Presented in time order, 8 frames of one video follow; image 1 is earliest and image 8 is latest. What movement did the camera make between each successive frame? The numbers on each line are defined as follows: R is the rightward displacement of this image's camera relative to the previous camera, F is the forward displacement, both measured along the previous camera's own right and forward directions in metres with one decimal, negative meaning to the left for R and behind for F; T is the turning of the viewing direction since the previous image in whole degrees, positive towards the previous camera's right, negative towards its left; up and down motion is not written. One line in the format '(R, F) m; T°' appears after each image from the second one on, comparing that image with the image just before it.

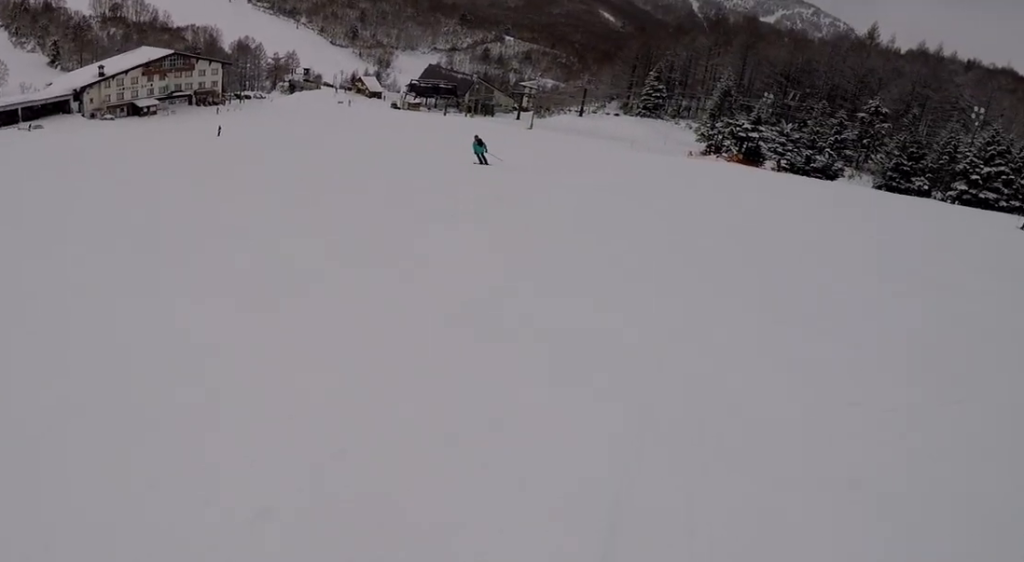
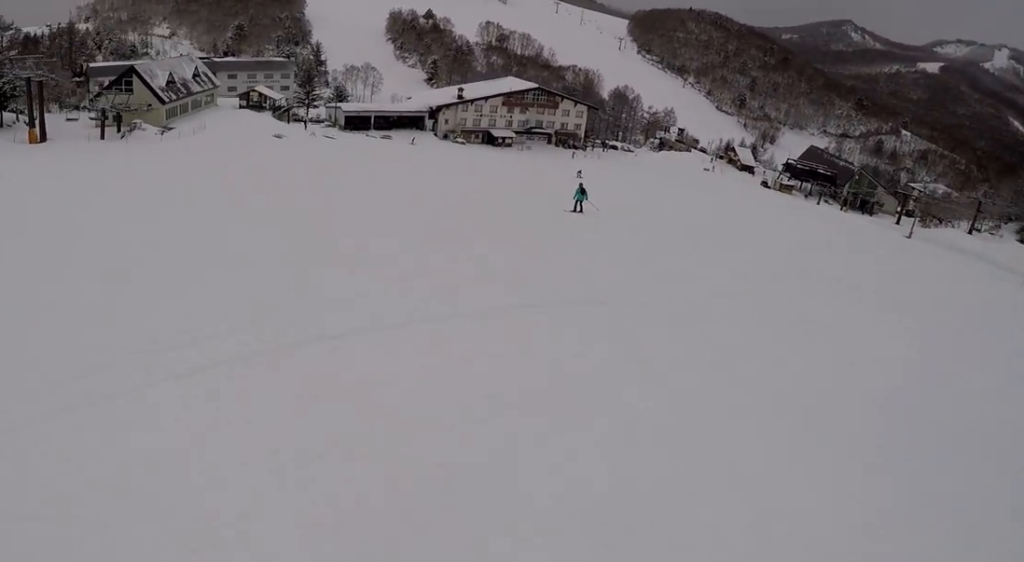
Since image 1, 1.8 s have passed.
(-3.2, +9.7) m; -49°
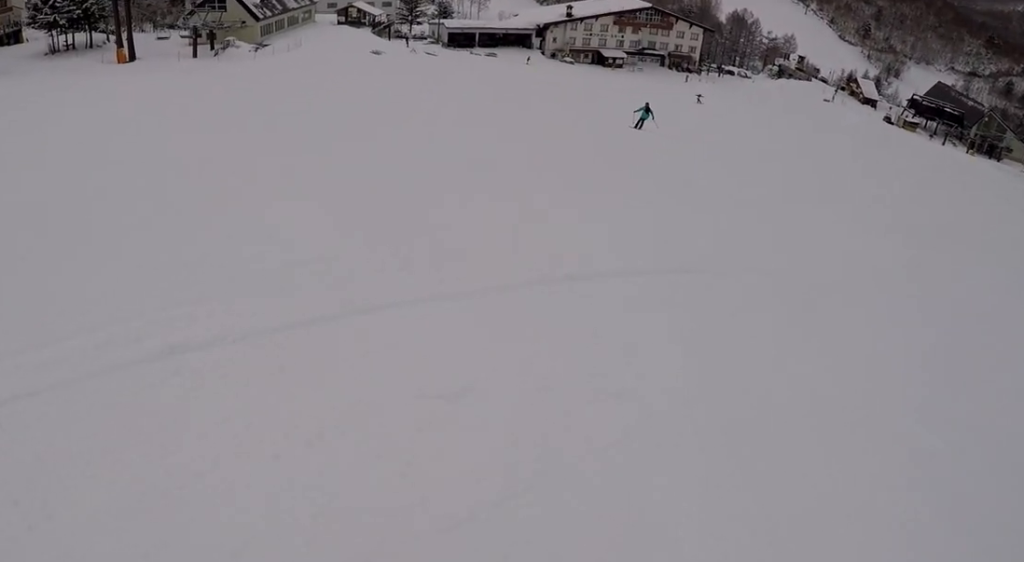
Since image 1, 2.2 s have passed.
(-0.3, +2.2) m; -12°
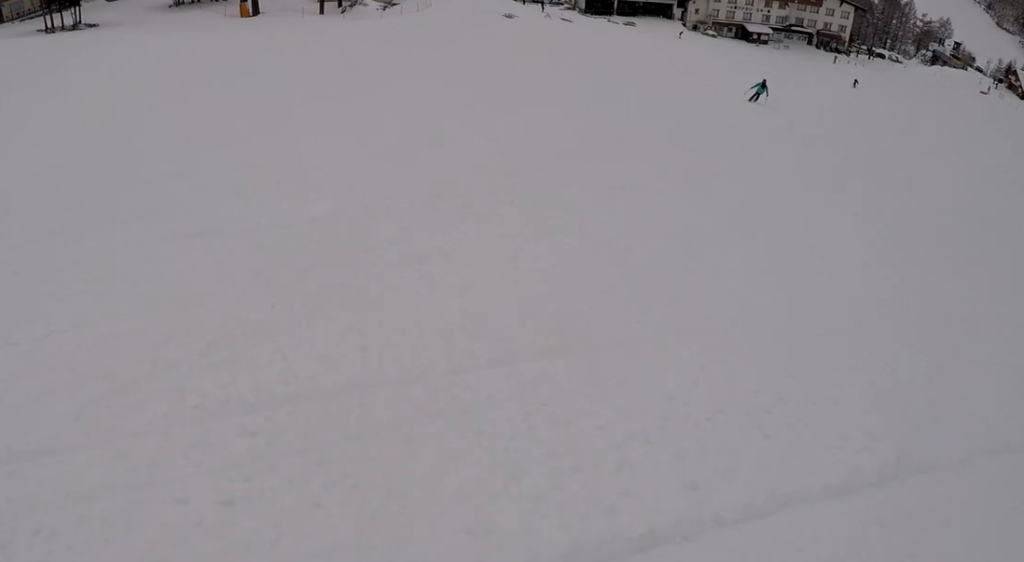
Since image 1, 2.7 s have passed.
(-1.0, +3.1) m; -11°
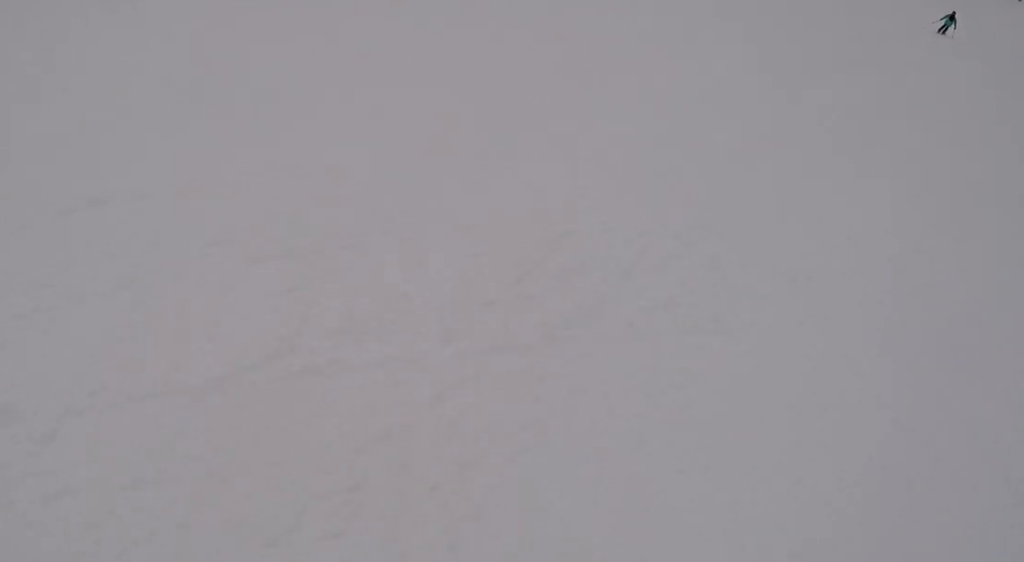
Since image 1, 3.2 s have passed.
(-0.3, +2.9) m; -3°
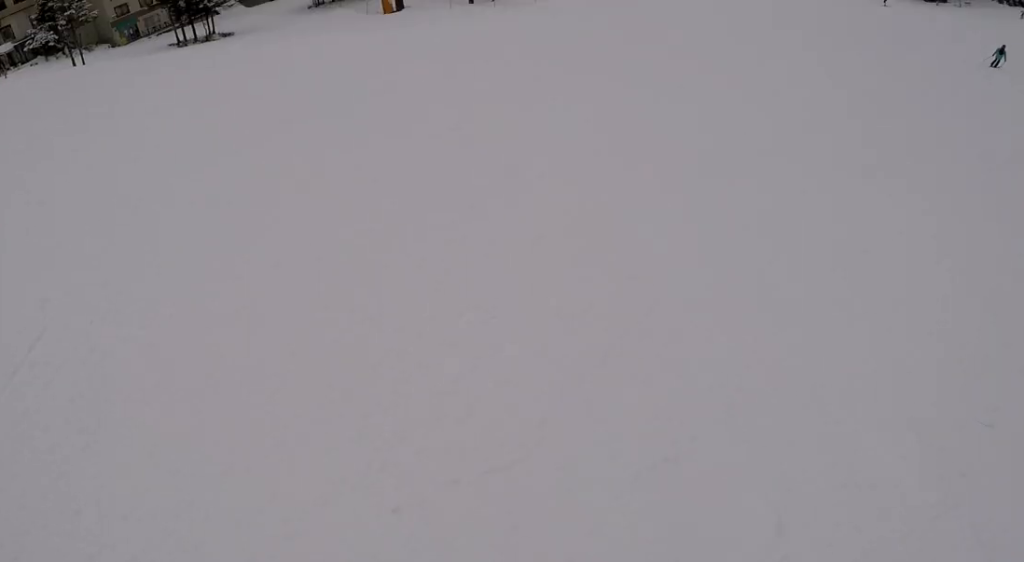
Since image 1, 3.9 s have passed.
(-0.1, +3.7) m; +7°
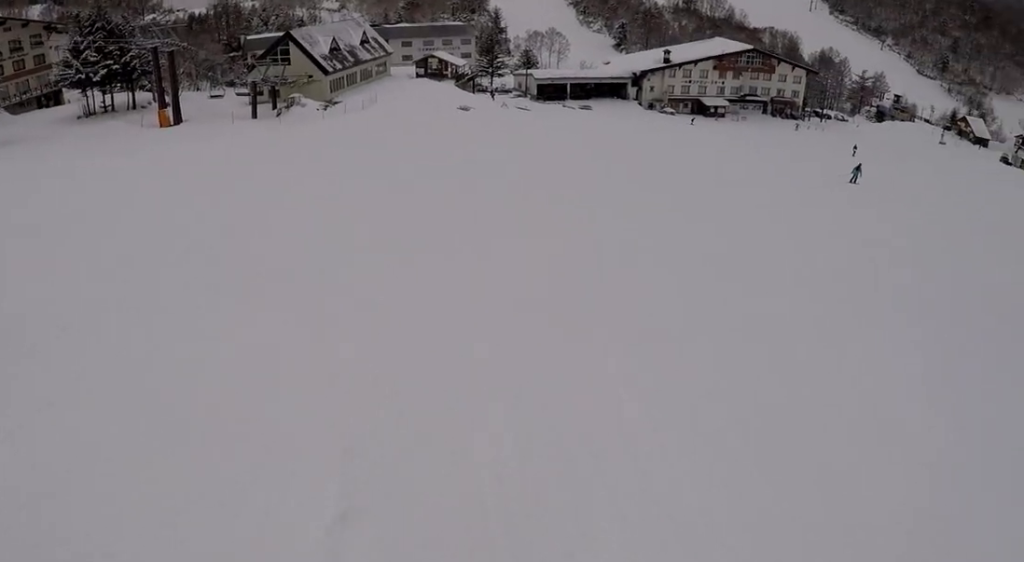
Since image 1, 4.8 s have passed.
(+0.9, +5.7) m; +19°
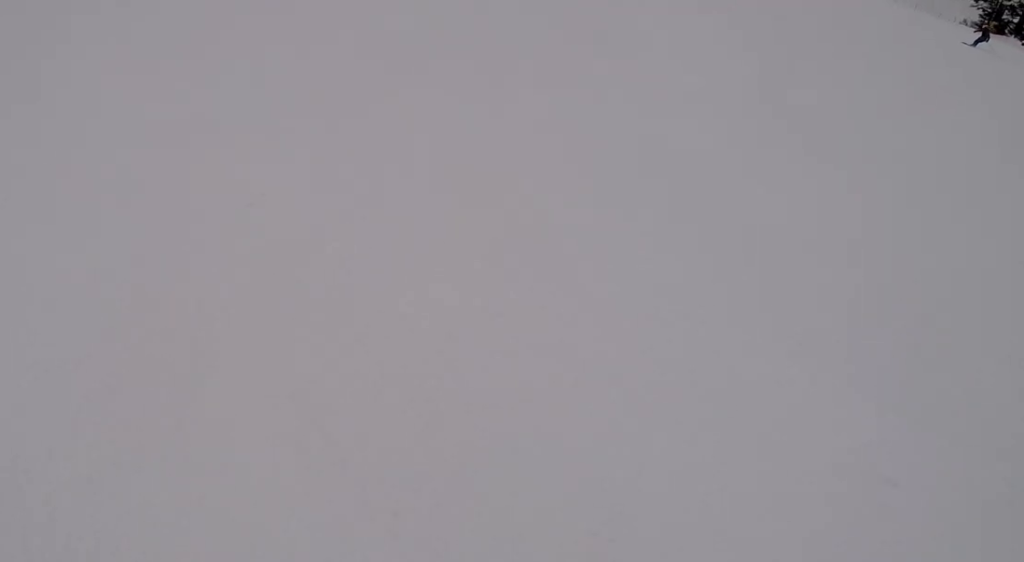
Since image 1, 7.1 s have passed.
(+5.9, +11.8) m; +47°
